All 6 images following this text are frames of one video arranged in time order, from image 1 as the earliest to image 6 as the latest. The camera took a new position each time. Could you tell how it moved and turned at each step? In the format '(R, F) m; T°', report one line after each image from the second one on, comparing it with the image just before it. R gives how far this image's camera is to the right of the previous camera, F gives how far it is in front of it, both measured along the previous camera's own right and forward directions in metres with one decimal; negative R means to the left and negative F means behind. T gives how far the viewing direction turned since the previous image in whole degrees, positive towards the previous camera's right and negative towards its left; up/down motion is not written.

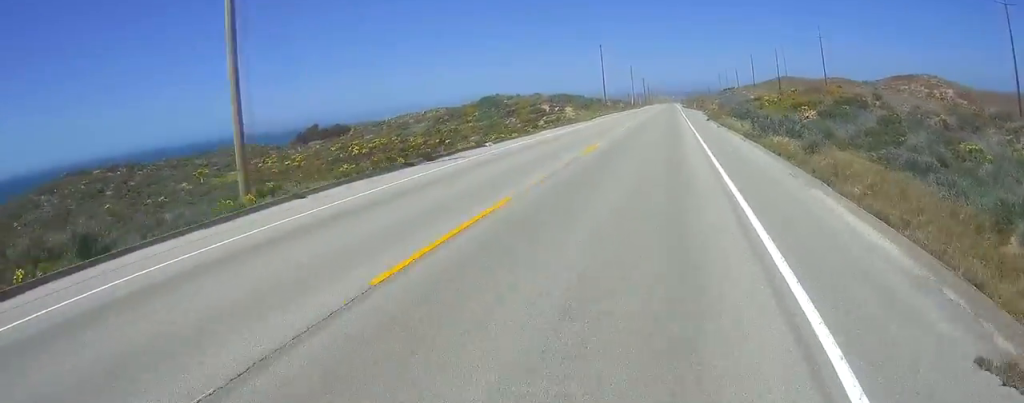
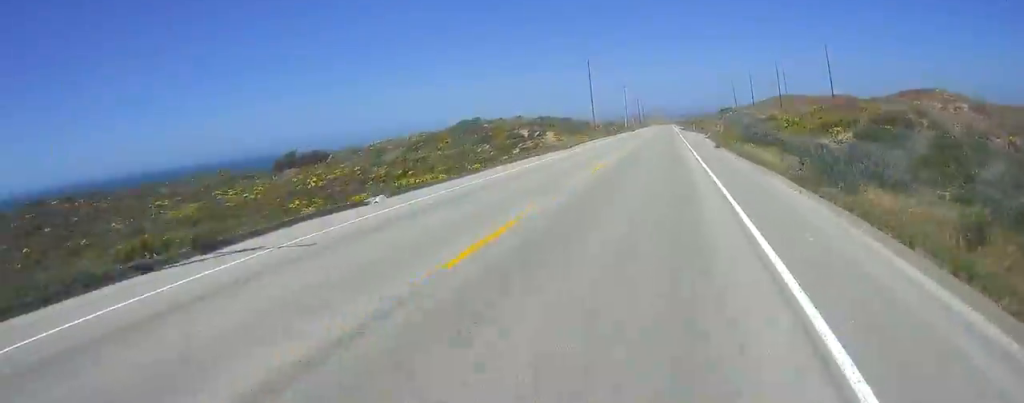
(0.0, +12.2) m; 0°
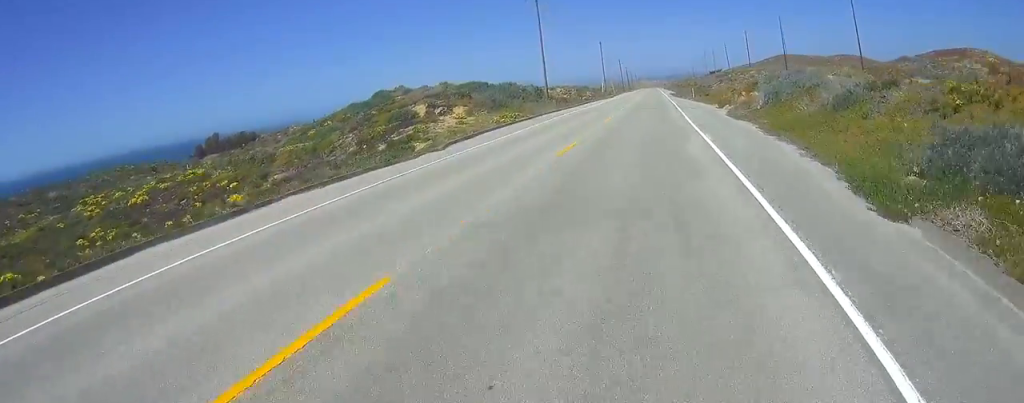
(0.0, +32.8) m; 0°
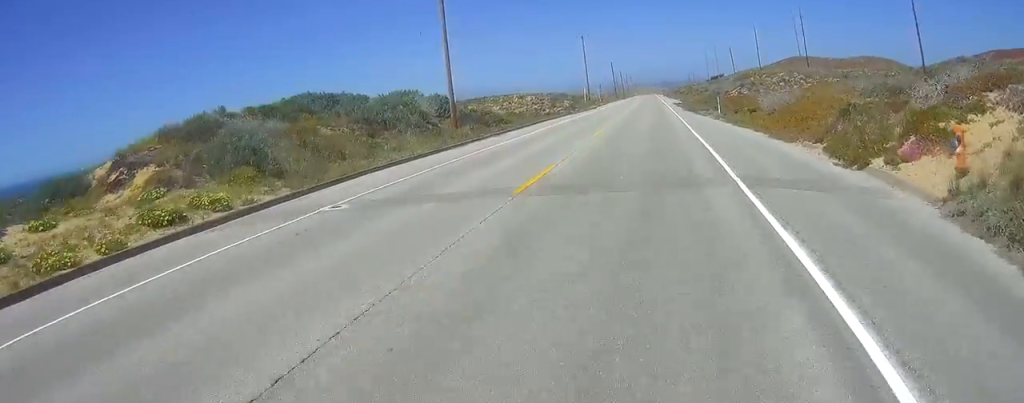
(0.0, +31.9) m; 0°
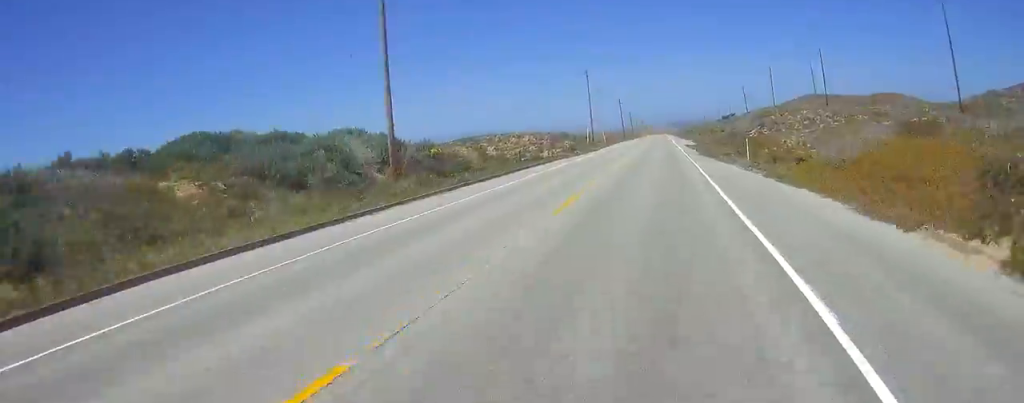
(0.0, +9.9) m; 0°
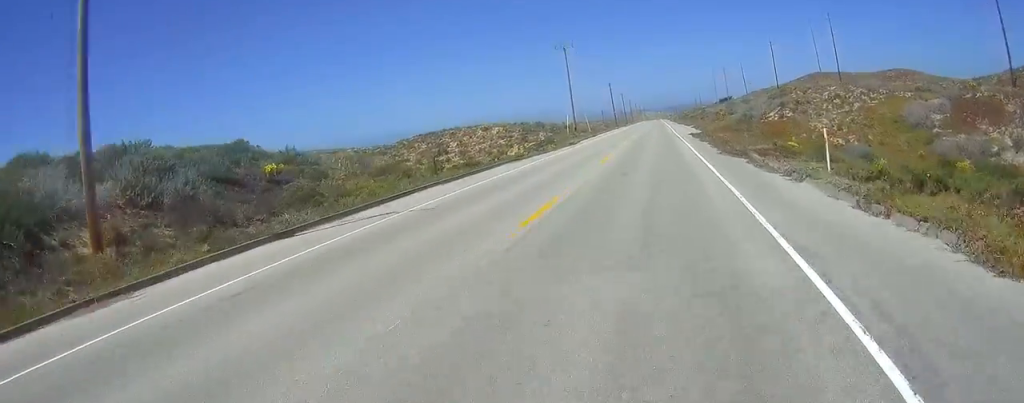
(0.0, +17.0) m; 0°
